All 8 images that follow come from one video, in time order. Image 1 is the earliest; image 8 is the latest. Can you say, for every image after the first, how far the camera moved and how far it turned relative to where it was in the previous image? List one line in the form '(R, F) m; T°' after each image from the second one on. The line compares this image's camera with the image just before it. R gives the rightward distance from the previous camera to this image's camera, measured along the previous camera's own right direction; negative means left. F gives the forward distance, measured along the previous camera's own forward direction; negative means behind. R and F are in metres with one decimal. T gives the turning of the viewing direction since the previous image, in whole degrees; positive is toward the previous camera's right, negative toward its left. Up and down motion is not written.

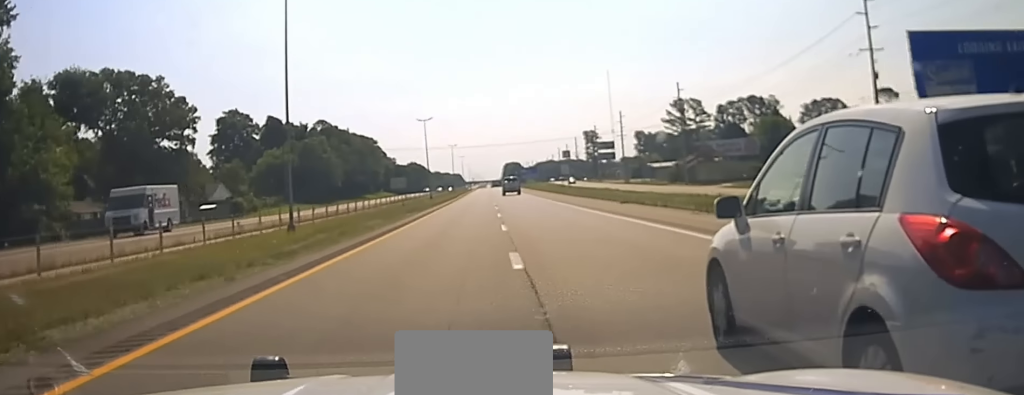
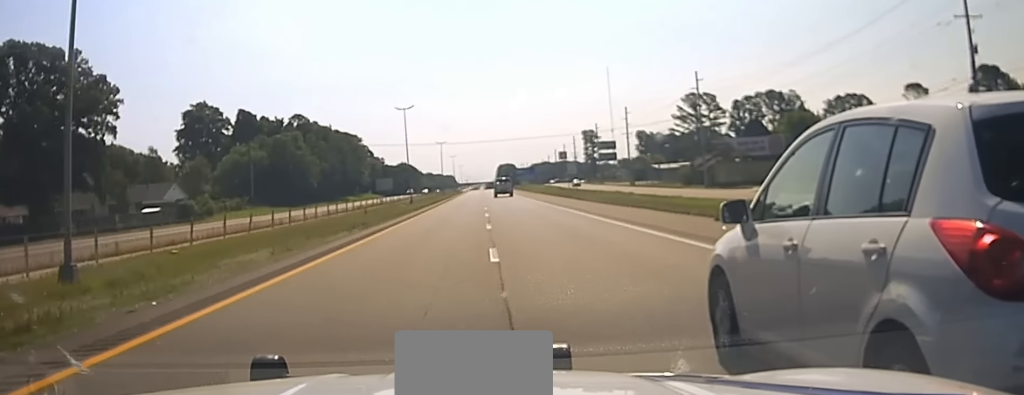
(0.0, +19.9) m; 0°
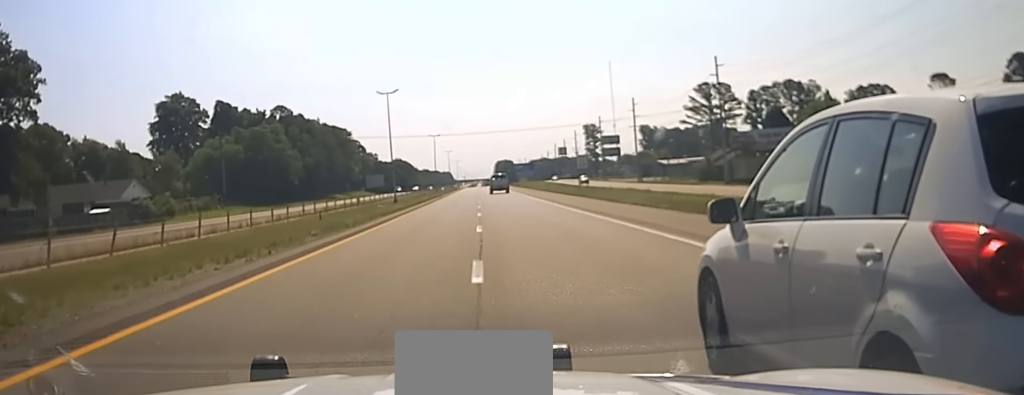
(0.0, +17.4) m; 0°
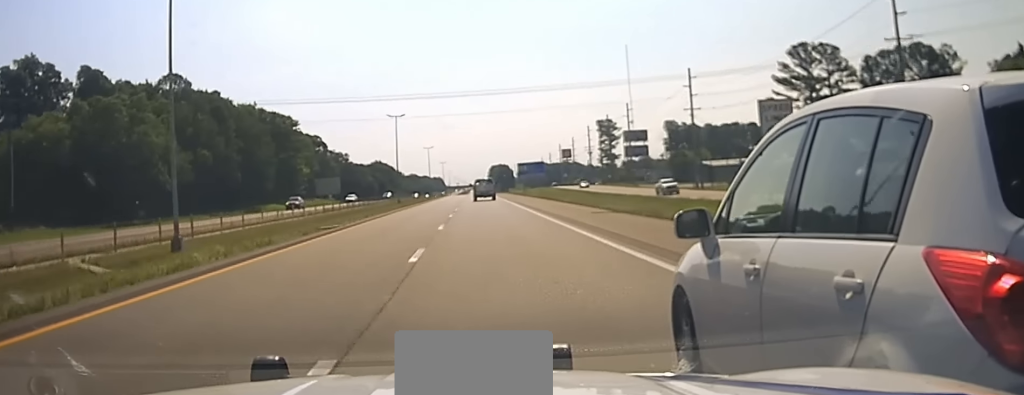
(+0.9, +66.9) m; +1°
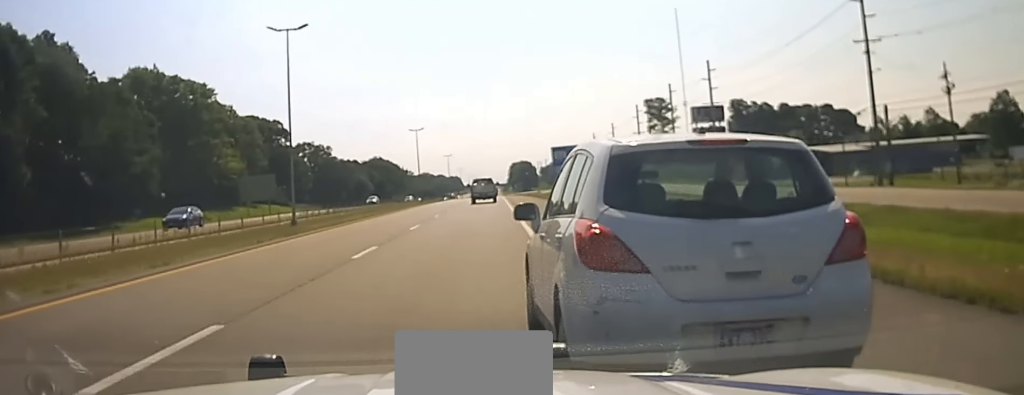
(+1.1, +71.7) m; -1°
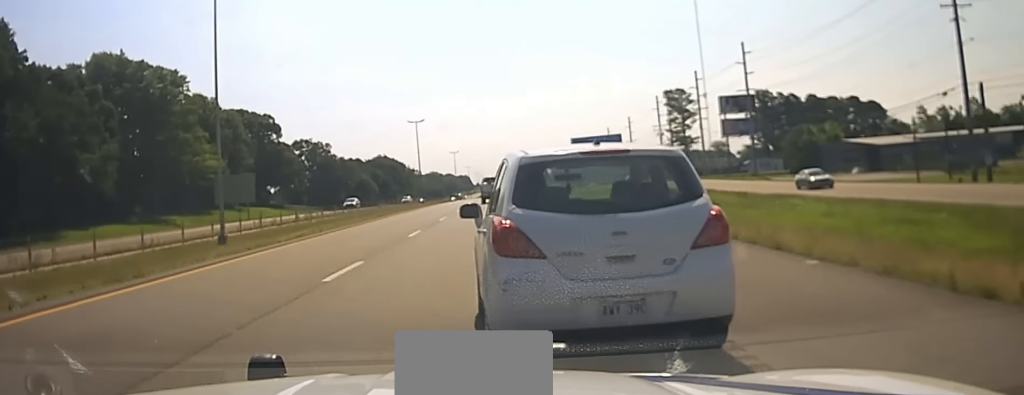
(-0.6, +15.1) m; -1°
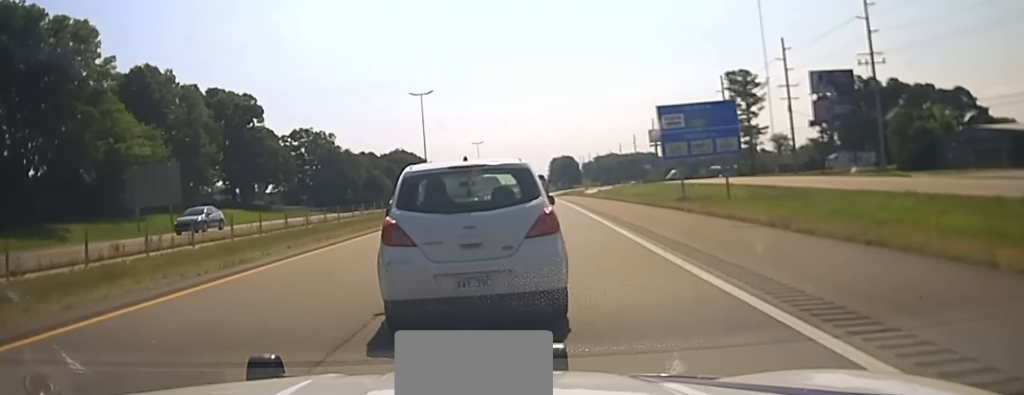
(-1.1, +36.4) m; -2°
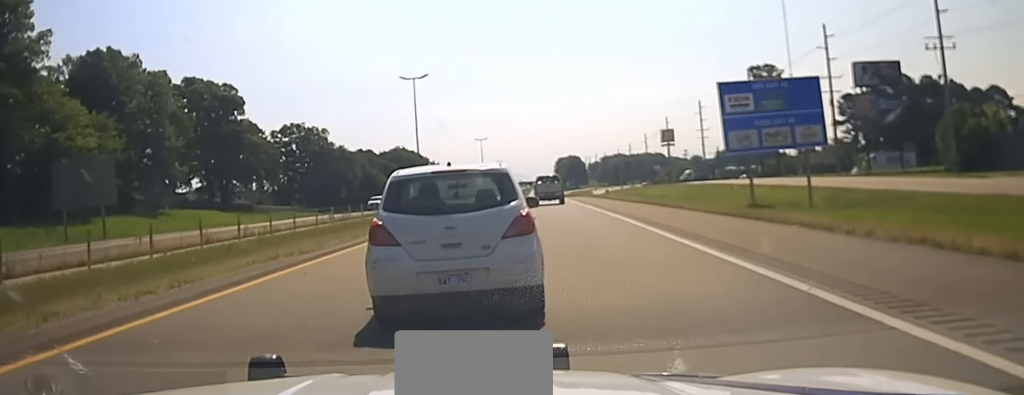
(0.0, +15.5) m; 0°
